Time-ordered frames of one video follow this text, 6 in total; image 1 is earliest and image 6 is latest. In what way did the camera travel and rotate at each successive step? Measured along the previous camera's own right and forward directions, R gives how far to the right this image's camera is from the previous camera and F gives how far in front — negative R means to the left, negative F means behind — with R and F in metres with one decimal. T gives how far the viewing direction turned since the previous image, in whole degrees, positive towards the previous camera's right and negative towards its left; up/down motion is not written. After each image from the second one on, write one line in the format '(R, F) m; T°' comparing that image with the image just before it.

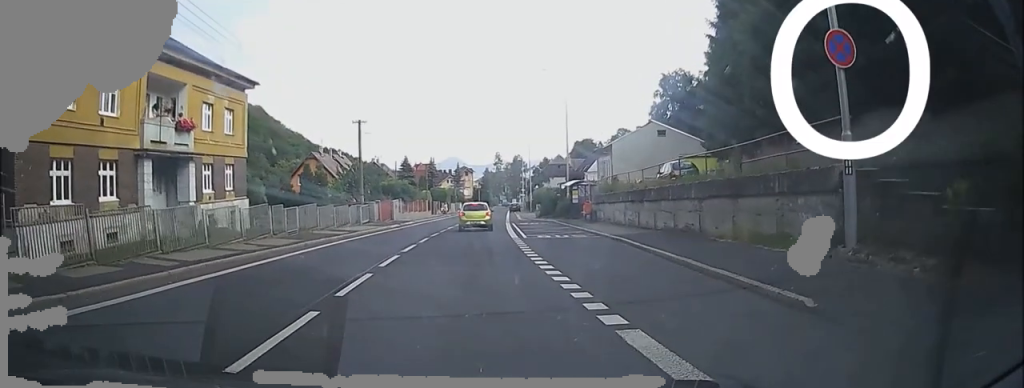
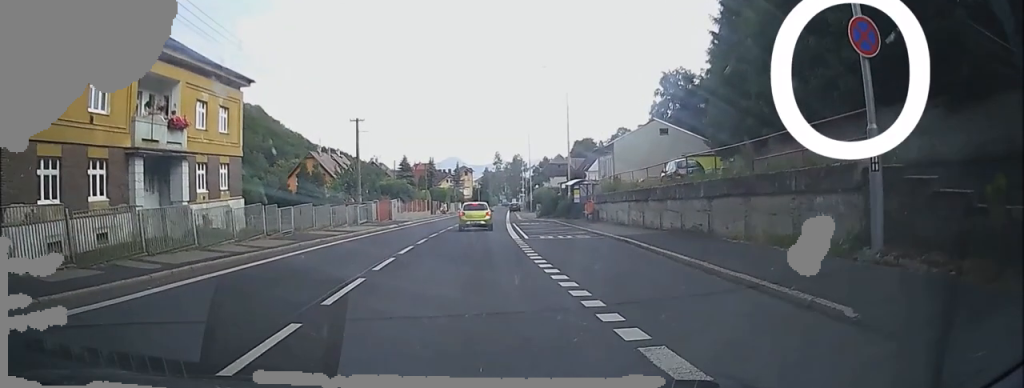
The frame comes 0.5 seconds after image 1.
(+0.1, +6.2) m; +2°
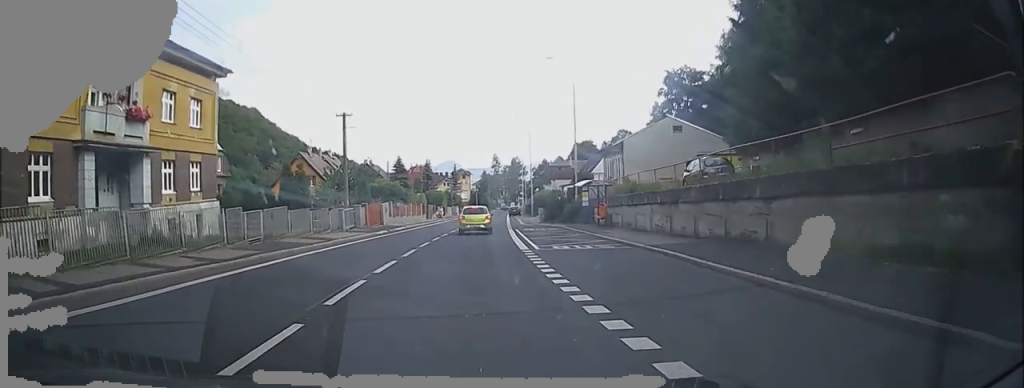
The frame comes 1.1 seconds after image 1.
(+0.4, +6.4) m; +3°
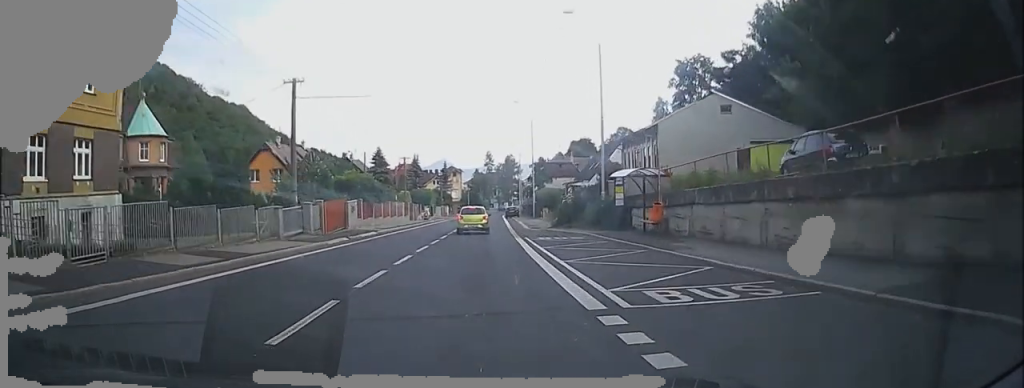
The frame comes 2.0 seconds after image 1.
(+0.2, +10.8) m; +1°
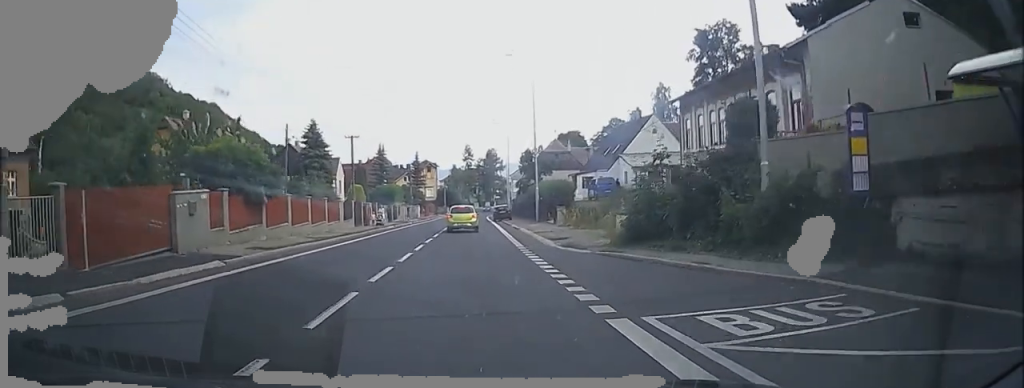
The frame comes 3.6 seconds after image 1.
(0.0, +20.6) m; 0°
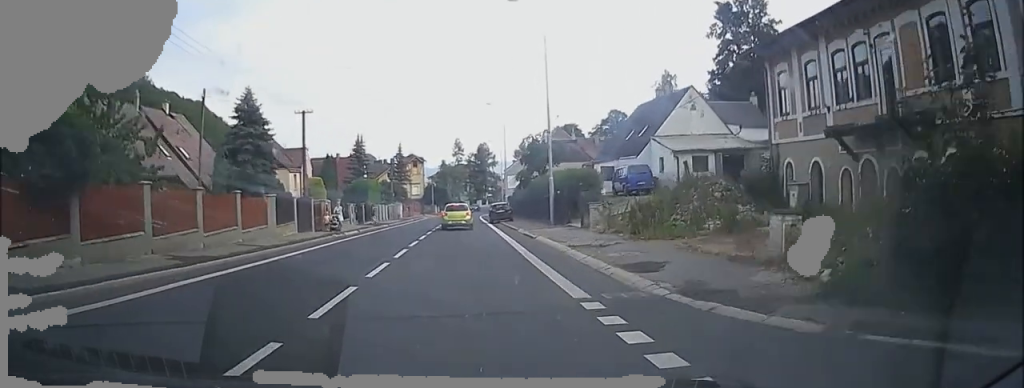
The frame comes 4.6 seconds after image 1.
(0.0, +12.1) m; 0°
